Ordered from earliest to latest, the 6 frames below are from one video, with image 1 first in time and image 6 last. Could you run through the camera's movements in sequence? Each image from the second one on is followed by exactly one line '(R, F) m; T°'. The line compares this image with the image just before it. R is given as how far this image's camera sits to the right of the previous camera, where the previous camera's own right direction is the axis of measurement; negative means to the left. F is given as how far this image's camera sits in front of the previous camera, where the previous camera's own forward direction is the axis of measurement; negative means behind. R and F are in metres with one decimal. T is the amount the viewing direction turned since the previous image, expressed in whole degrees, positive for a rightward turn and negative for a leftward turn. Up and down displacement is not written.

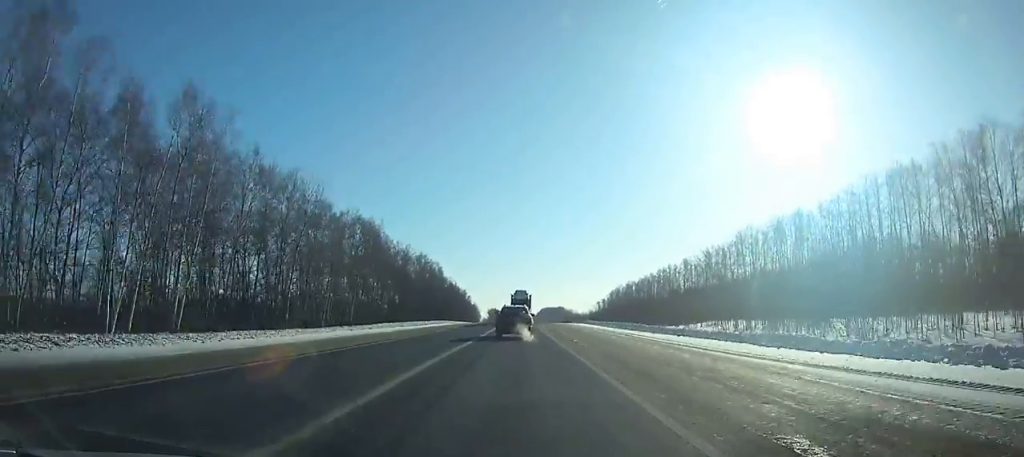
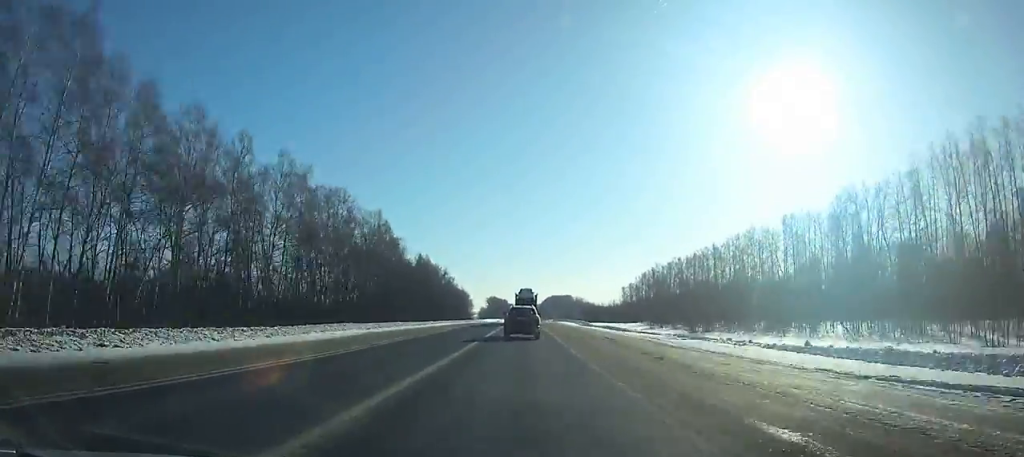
(+0.1, +82.7) m; 0°
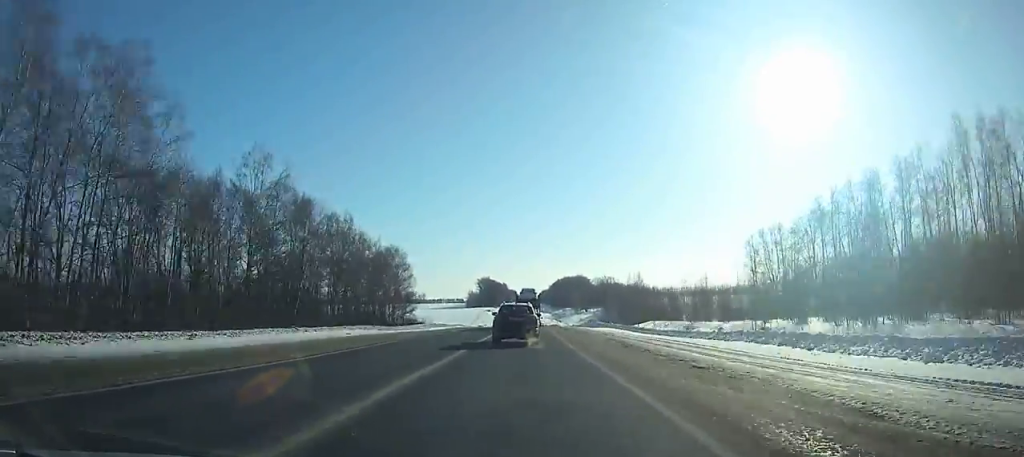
(+0.3, +166.5) m; 0°
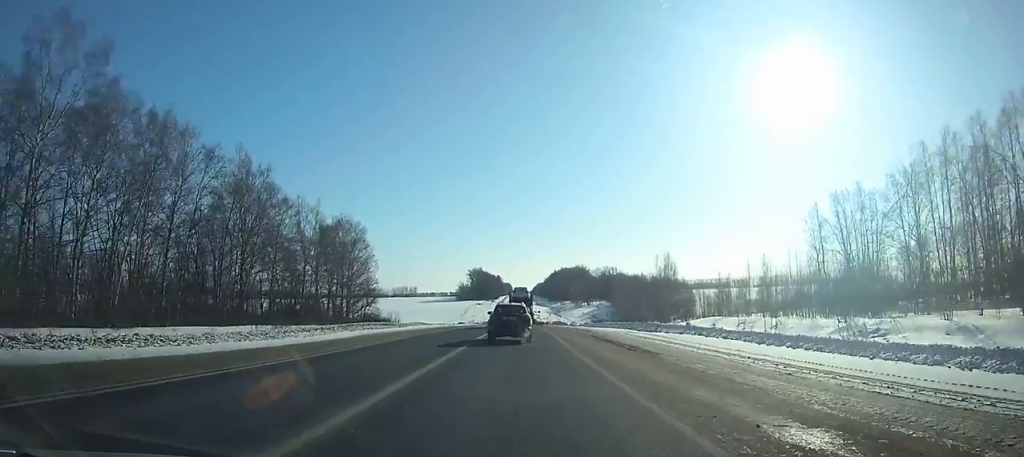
(0.0, +34.5) m; 0°
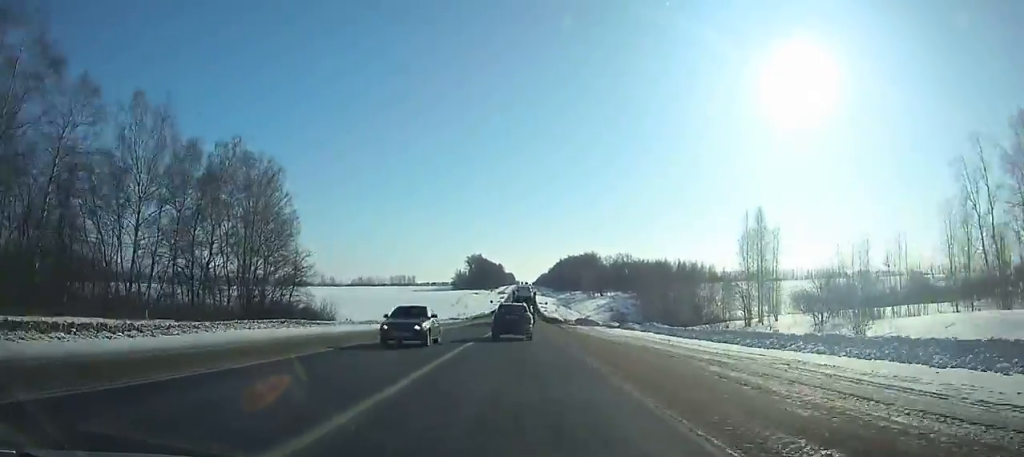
(+0.1, +42.7) m; 0°
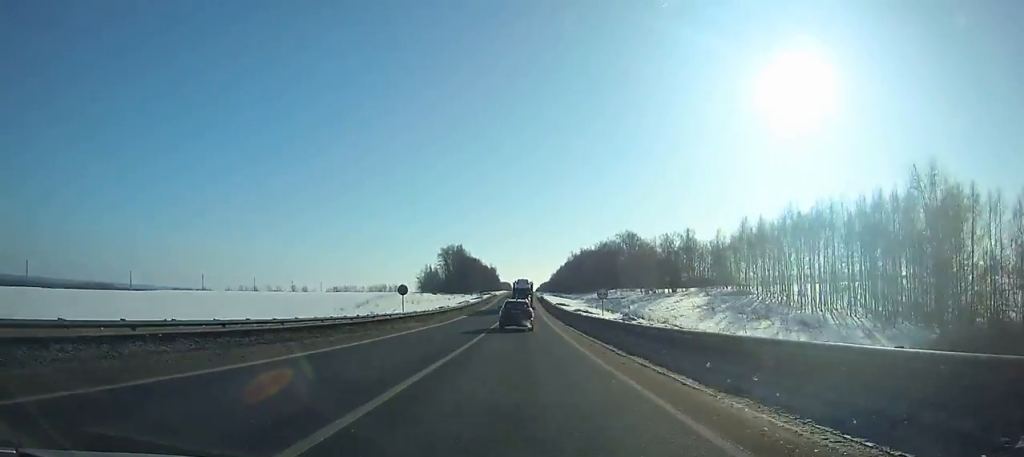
(-2.1, +130.1) m; -1°
